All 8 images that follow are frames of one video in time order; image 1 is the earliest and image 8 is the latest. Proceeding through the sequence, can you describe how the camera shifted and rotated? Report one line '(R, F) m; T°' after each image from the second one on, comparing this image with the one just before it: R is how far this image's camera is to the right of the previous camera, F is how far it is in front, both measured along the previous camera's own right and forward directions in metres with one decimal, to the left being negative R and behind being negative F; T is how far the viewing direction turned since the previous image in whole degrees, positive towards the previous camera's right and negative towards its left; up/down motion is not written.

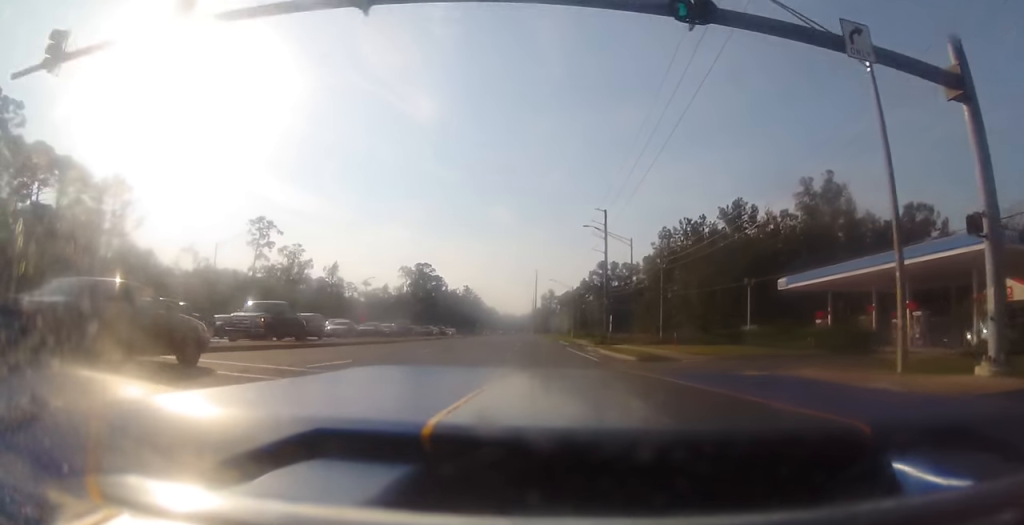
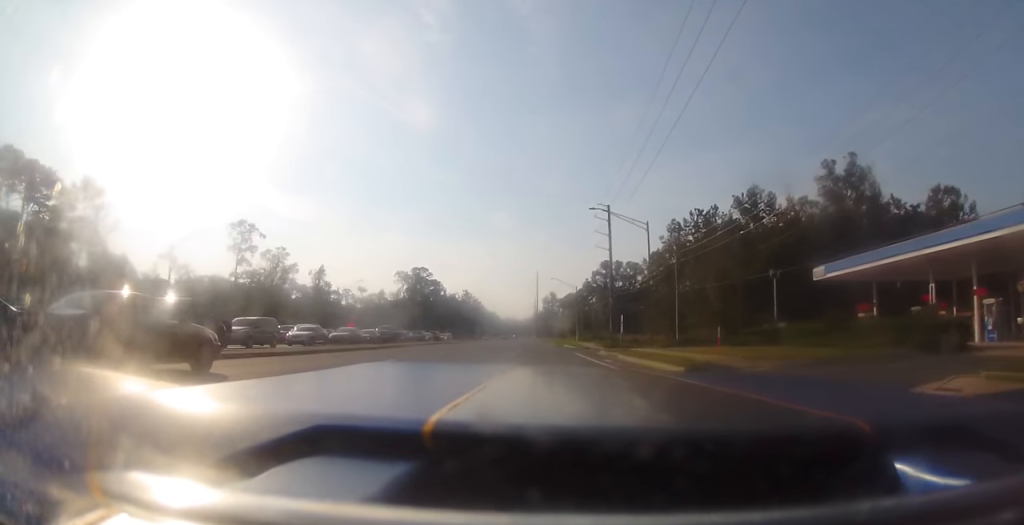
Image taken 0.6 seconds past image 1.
(-0.3, +8.8) m; -1°
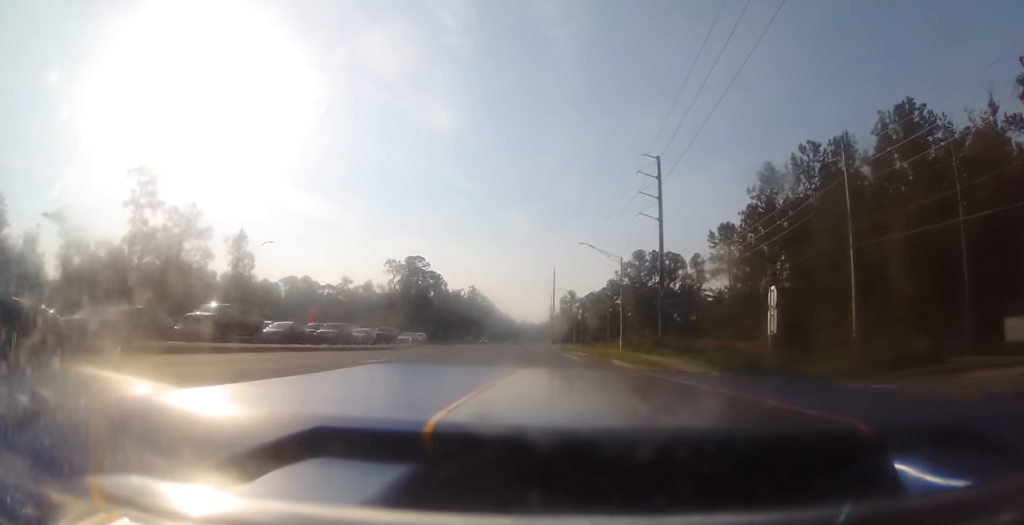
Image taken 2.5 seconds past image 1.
(+0.3, +37.2) m; +2°
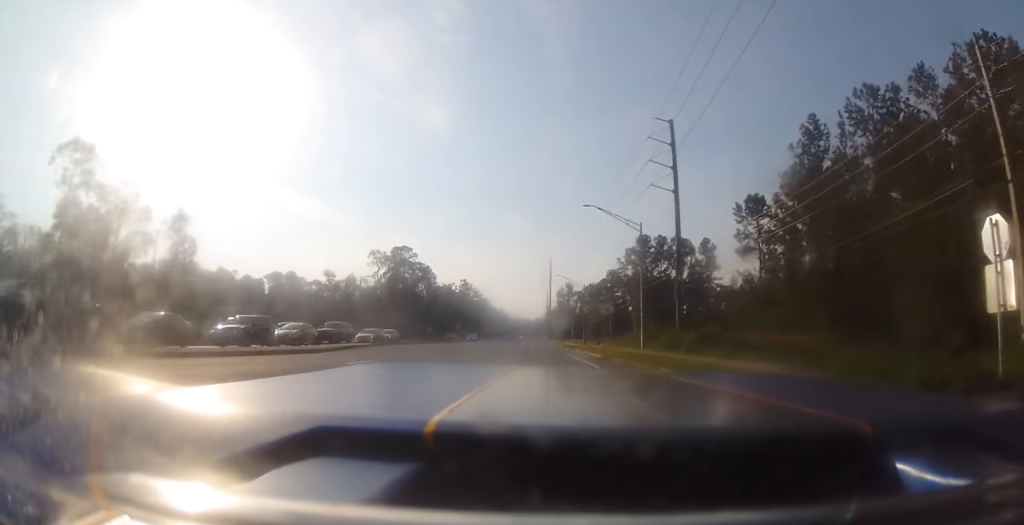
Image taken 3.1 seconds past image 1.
(+0.1, +13.6) m; 0°
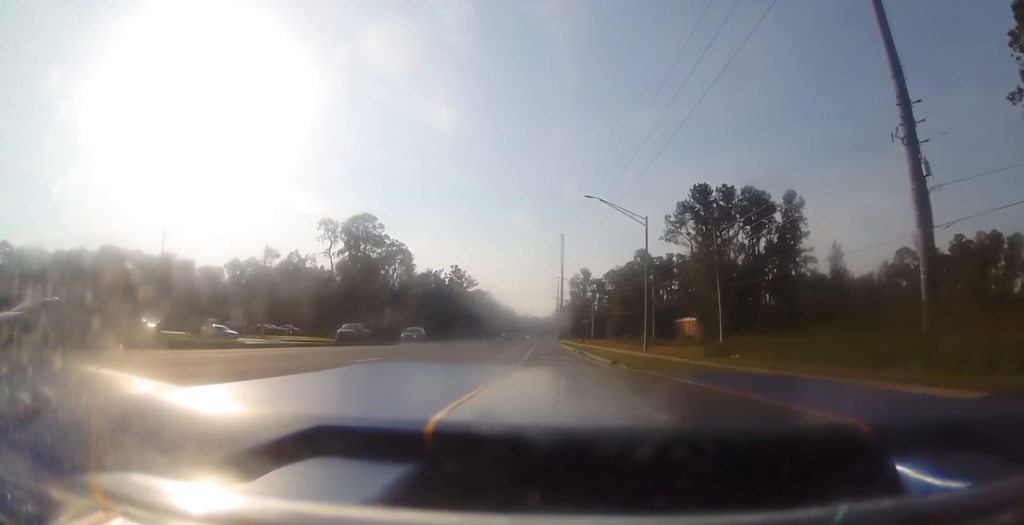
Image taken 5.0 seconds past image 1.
(-1.4, +48.3) m; -3°
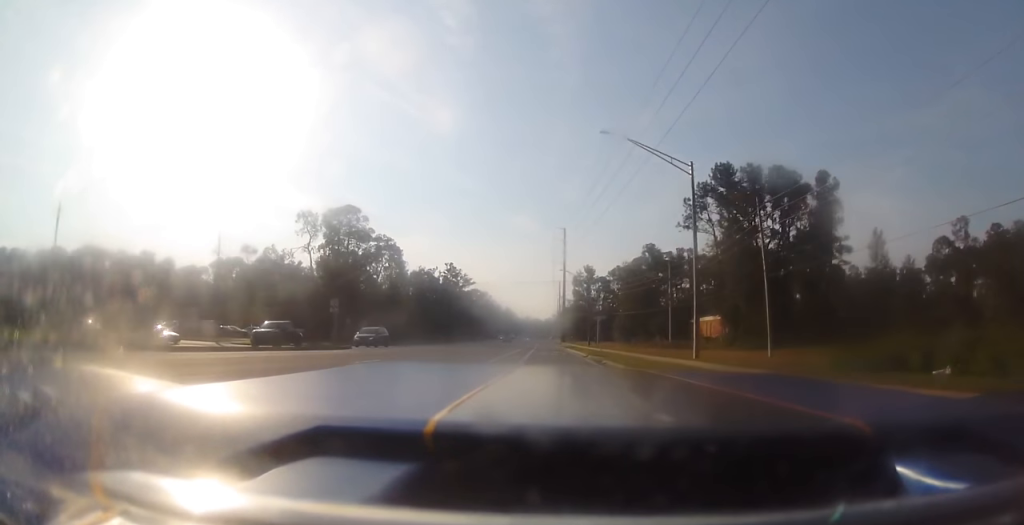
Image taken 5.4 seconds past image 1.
(0.0, +12.3) m; 0°
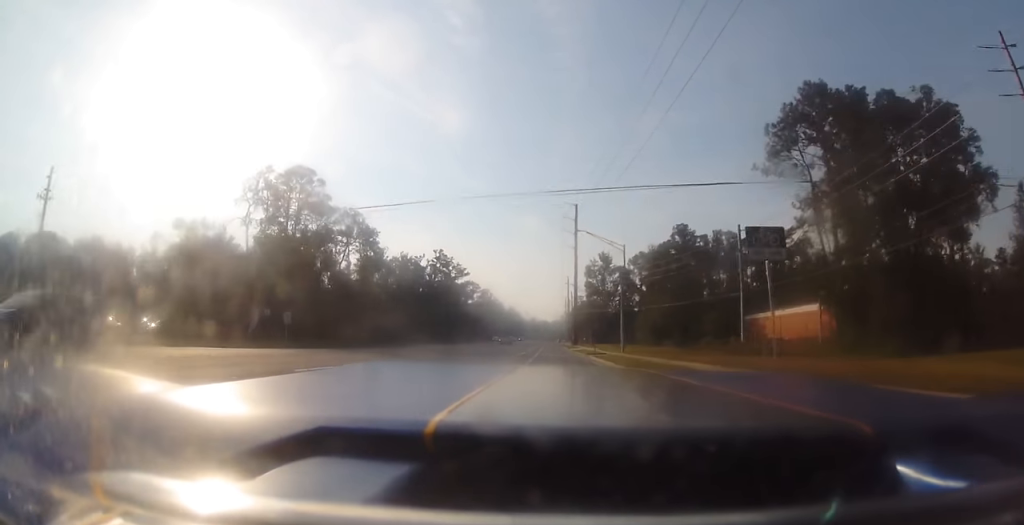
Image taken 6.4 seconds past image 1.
(0.0, +28.3) m; 0°
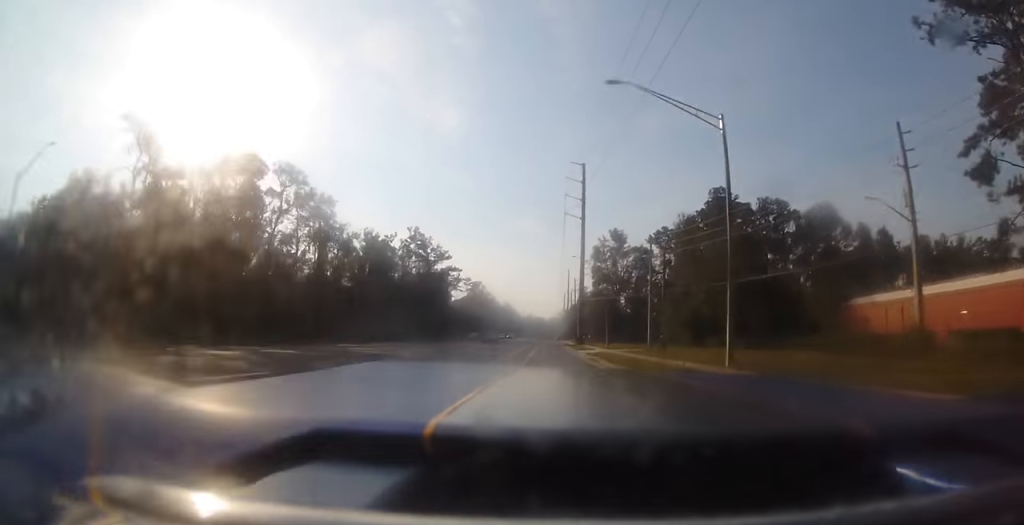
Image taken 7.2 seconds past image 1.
(-0.1, +27.6) m; -1°
